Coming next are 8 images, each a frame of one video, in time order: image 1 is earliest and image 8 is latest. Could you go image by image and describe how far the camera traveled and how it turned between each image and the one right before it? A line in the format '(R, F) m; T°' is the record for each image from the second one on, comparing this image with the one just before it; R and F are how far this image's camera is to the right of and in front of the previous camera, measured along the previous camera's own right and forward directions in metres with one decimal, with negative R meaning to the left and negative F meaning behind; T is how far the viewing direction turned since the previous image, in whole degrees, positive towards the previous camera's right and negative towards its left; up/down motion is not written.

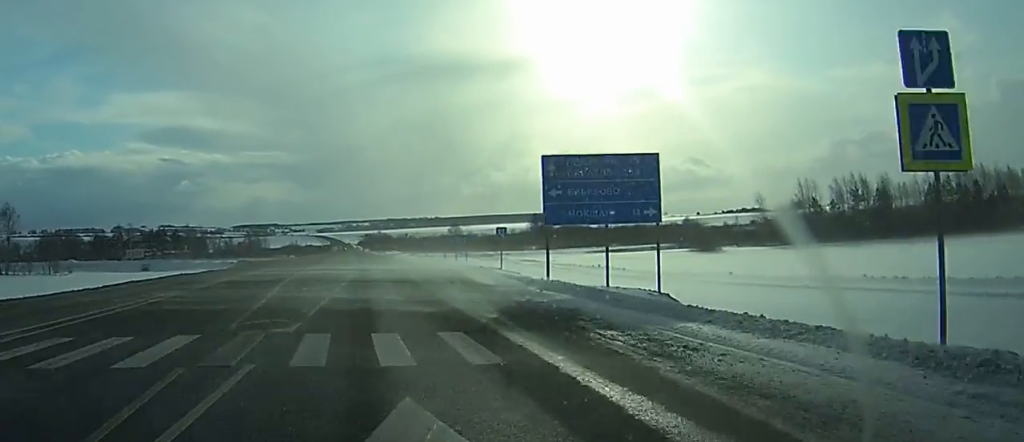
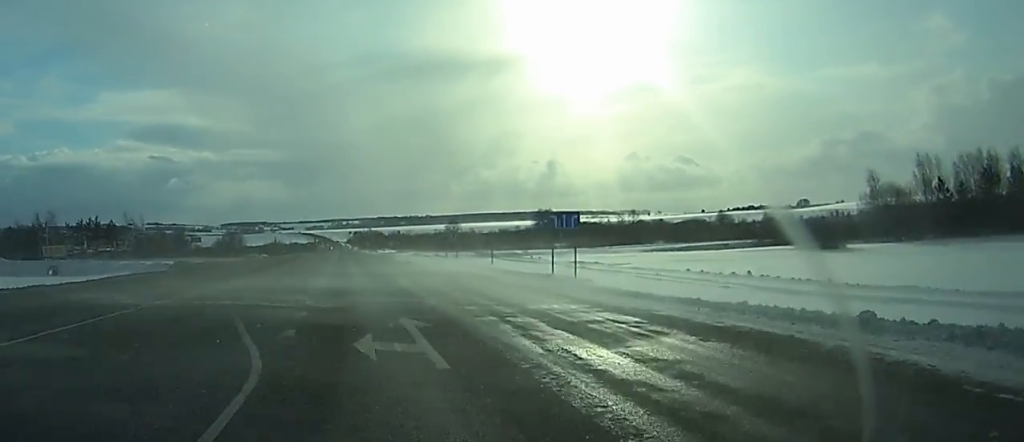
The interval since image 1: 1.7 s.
(+0.2, +48.7) m; +1°
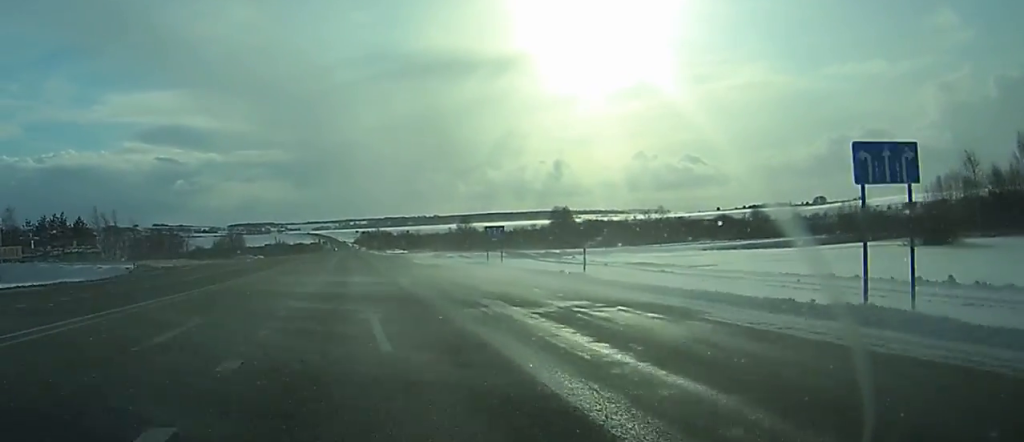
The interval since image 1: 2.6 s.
(+0.1, +24.4) m; 0°
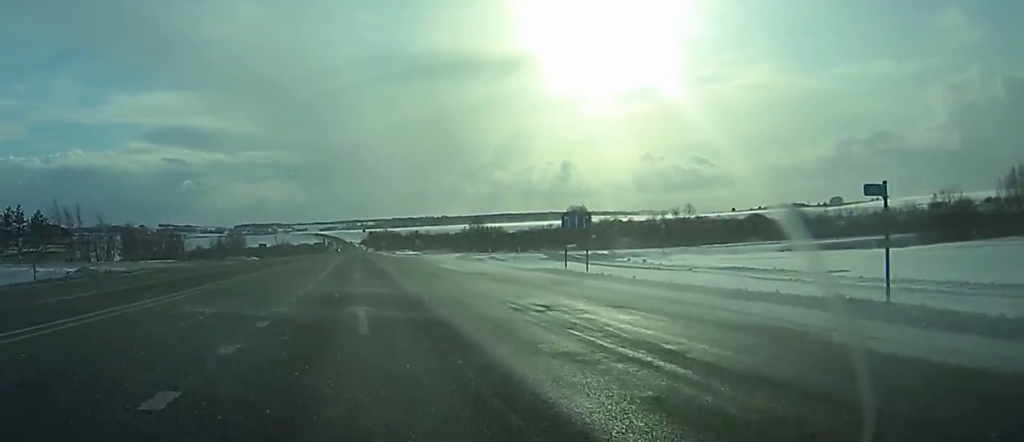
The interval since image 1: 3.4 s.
(0.0, +22.5) m; +1°
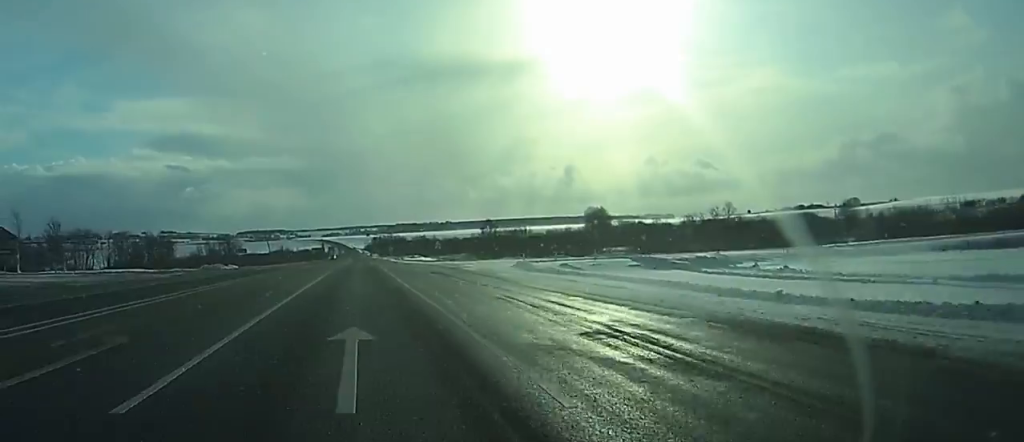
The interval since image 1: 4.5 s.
(+0.3, +31.6) m; 0°
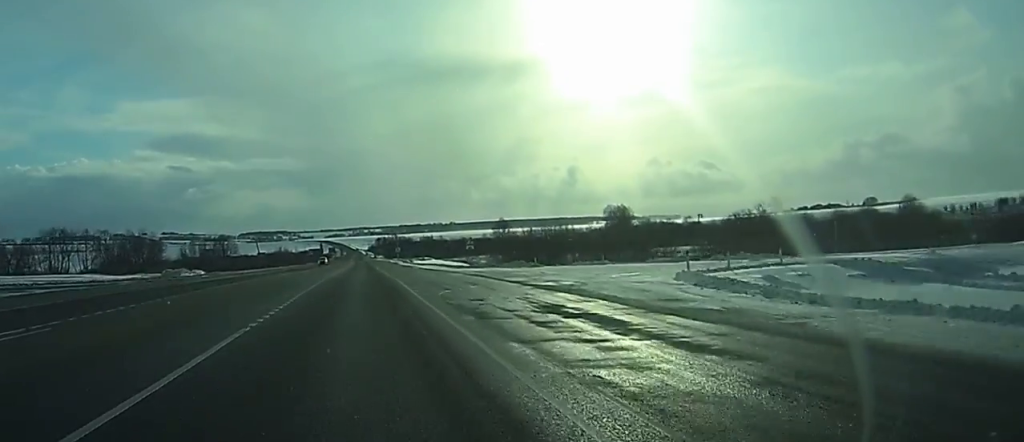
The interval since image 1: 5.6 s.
(-0.3, +30.5) m; -1°
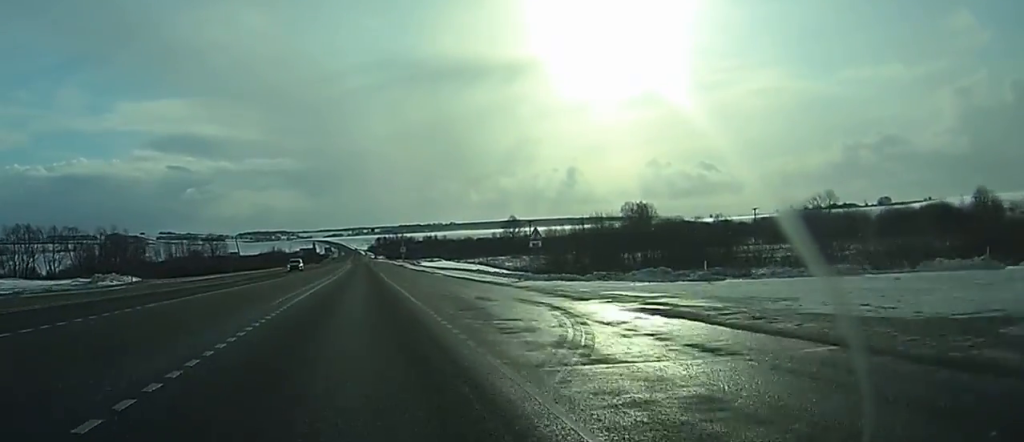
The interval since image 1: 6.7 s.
(0.0, +30.4) m; 0°
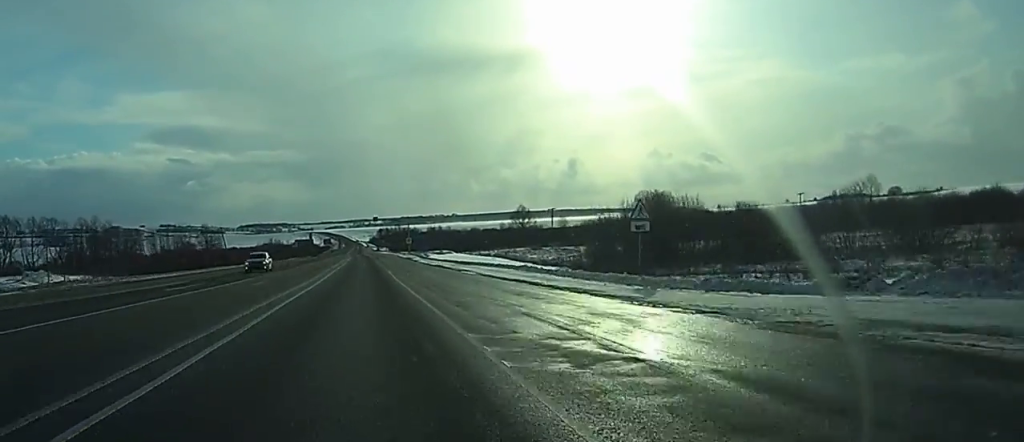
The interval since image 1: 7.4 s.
(-0.1, +18.3) m; 0°
